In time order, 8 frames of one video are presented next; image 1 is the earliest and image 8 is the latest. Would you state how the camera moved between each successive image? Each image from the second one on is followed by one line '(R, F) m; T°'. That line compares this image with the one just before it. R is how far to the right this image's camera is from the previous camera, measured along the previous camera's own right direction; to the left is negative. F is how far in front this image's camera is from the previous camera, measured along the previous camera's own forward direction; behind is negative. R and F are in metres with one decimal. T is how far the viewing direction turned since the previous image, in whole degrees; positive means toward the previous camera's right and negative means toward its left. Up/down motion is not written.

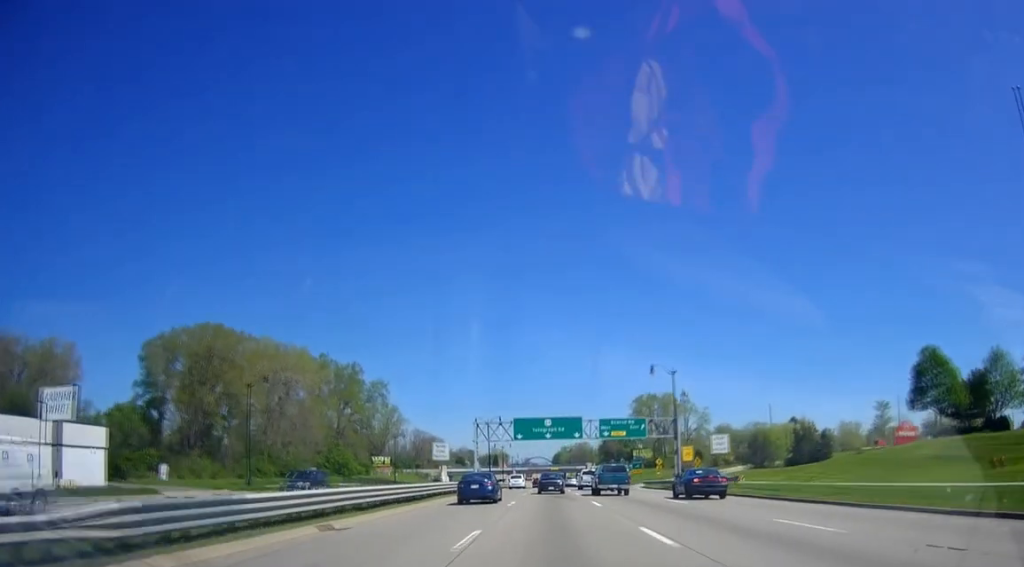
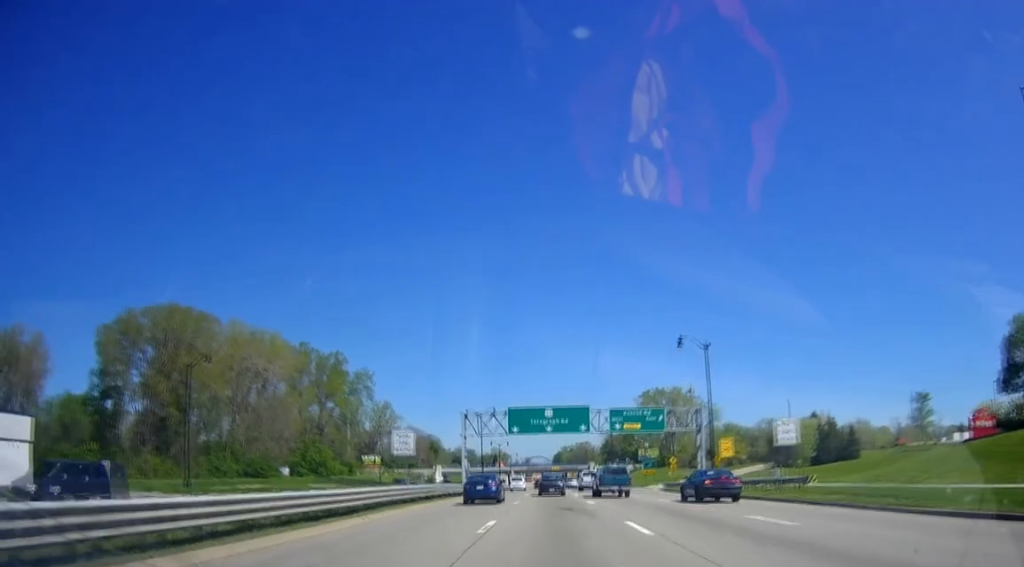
(-0.5, +12.3) m; 0°
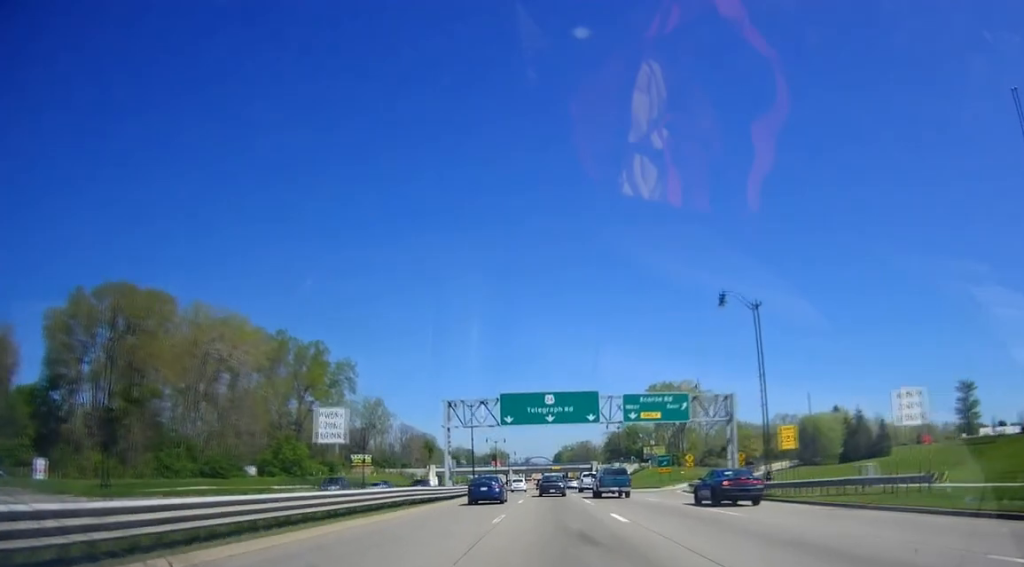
(-0.1, +11.7) m; +1°
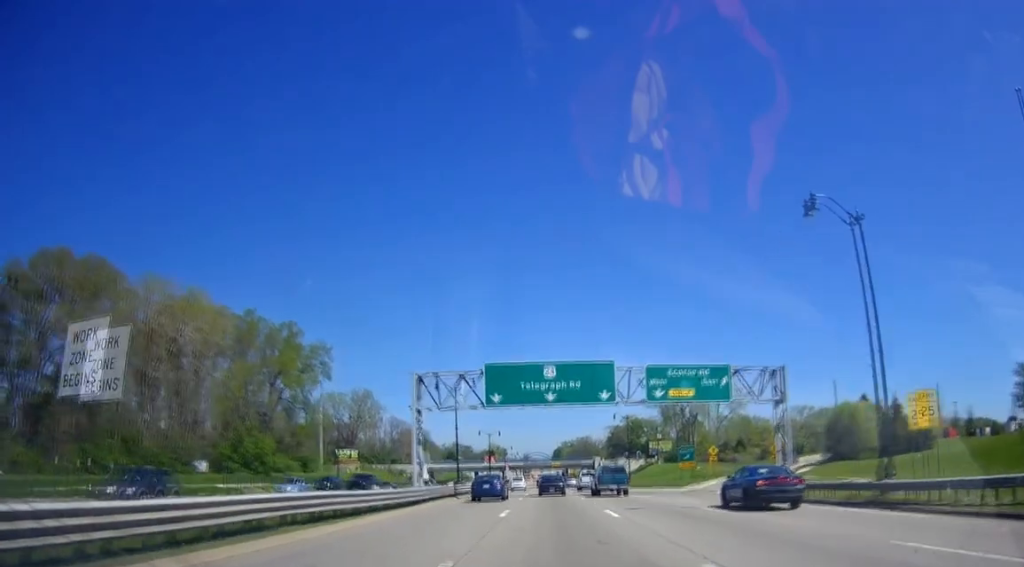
(+0.4, +13.0) m; +2°
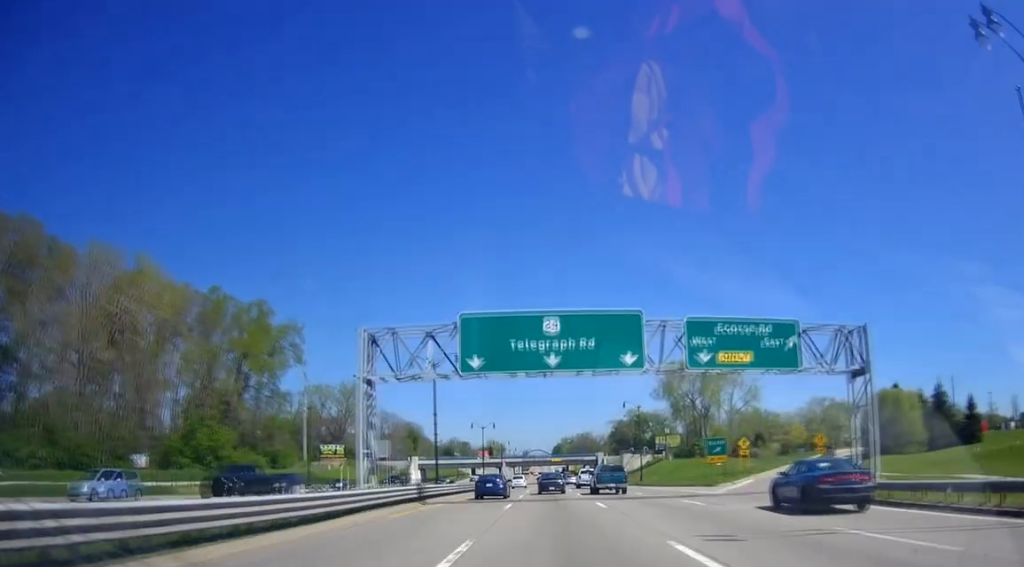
(+0.1, +12.3) m; 0°
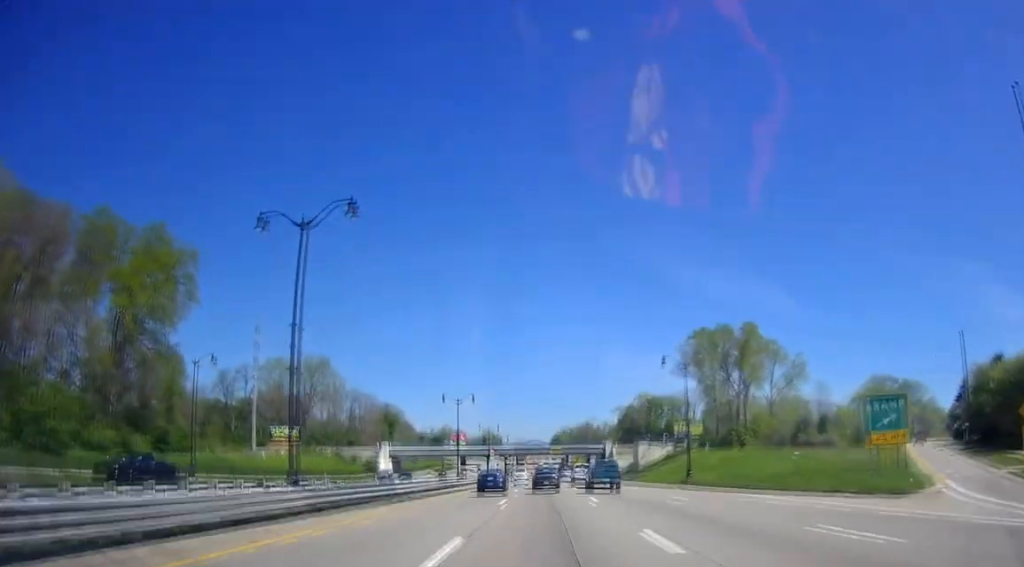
(0.0, +29.1) m; 0°
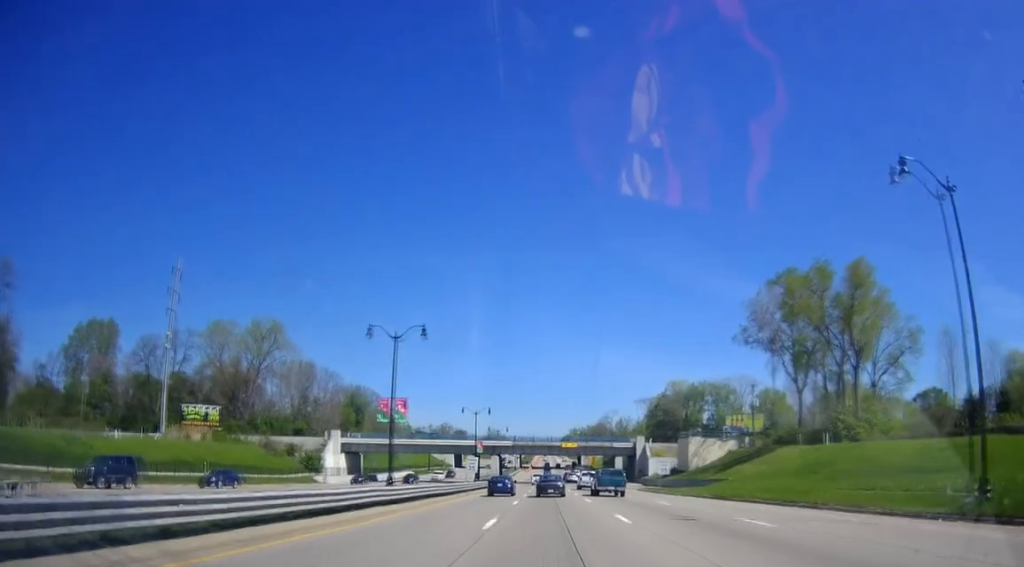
(-1.5, +38.1) m; -2°
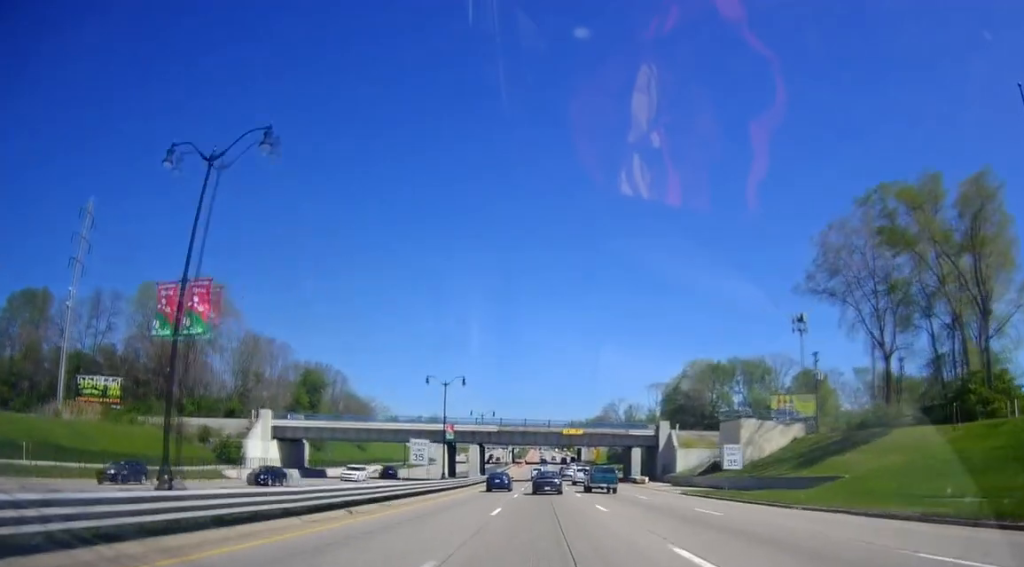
(+0.9, +25.6) m; +2°
